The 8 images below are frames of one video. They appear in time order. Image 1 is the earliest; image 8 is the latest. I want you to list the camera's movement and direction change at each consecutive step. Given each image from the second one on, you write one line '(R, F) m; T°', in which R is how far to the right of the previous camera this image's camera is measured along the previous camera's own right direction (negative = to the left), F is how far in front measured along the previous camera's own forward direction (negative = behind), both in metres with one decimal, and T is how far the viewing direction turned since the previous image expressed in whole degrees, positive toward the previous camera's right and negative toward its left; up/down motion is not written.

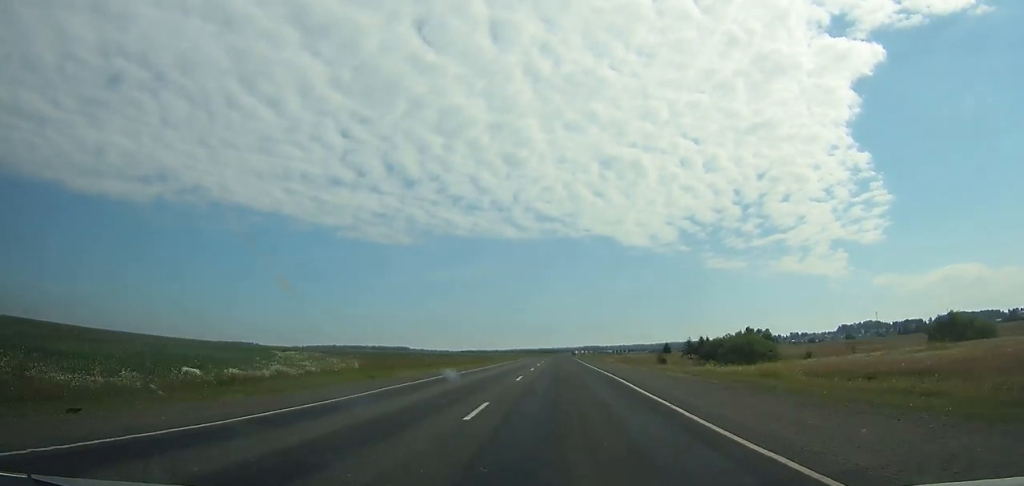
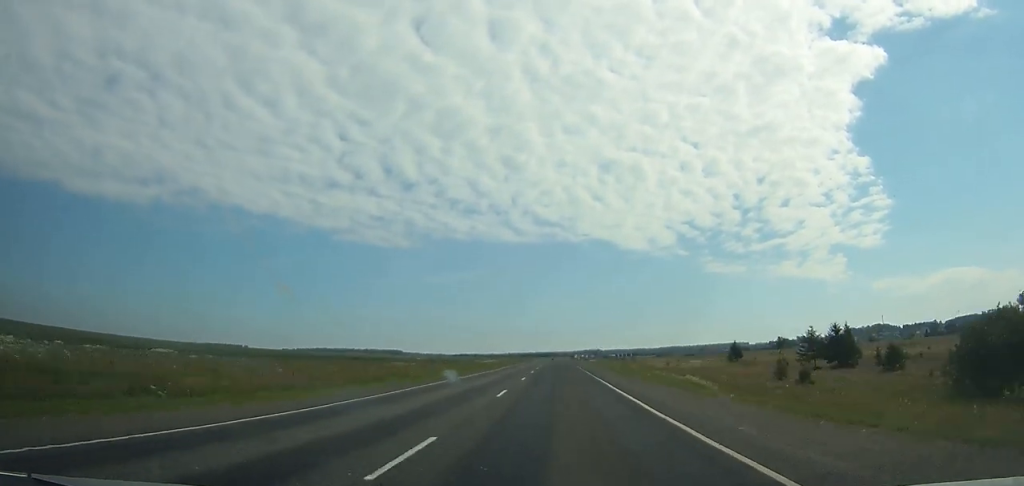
(+0.1, +65.5) m; 0°
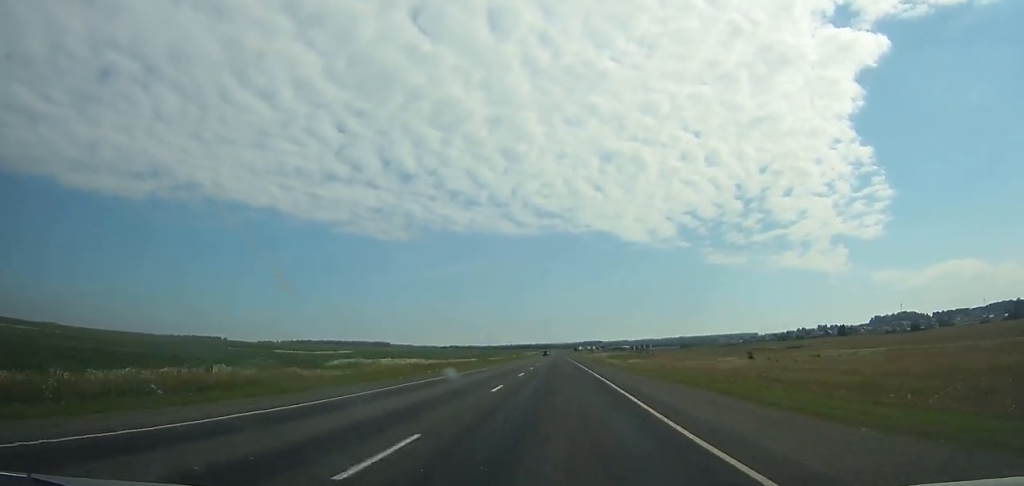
(-0.1, +147.1) m; 0°
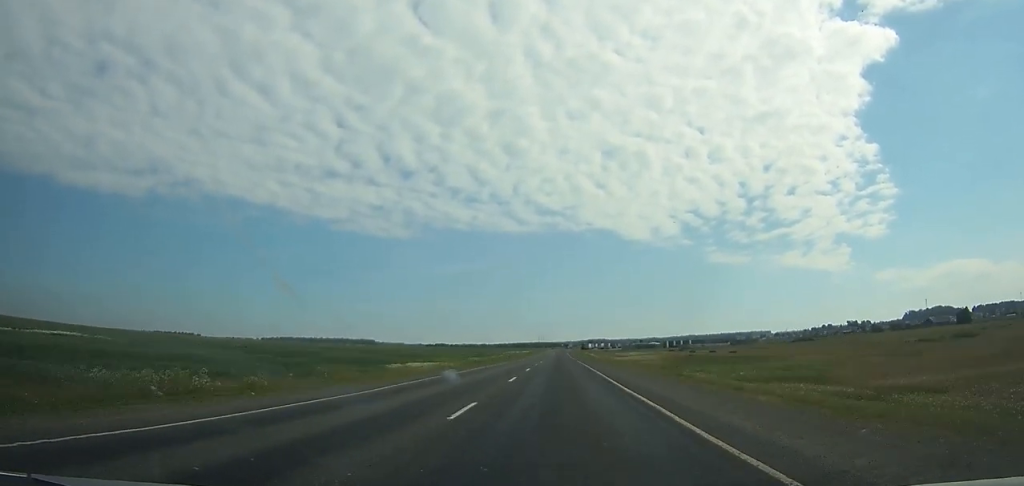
(-0.2, +166.3) m; 0°
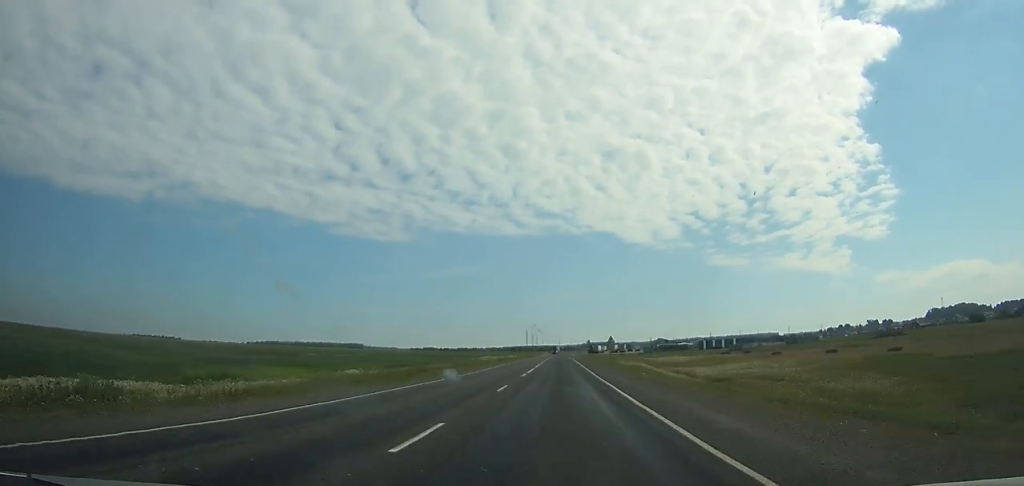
(+0.1, +98.9) m; 0°
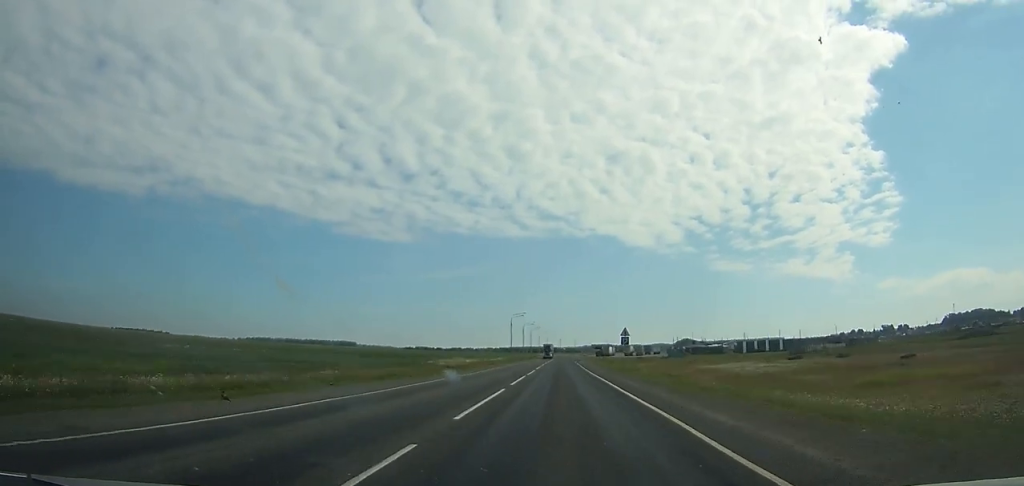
(-0.2, +59.3) m; 0°
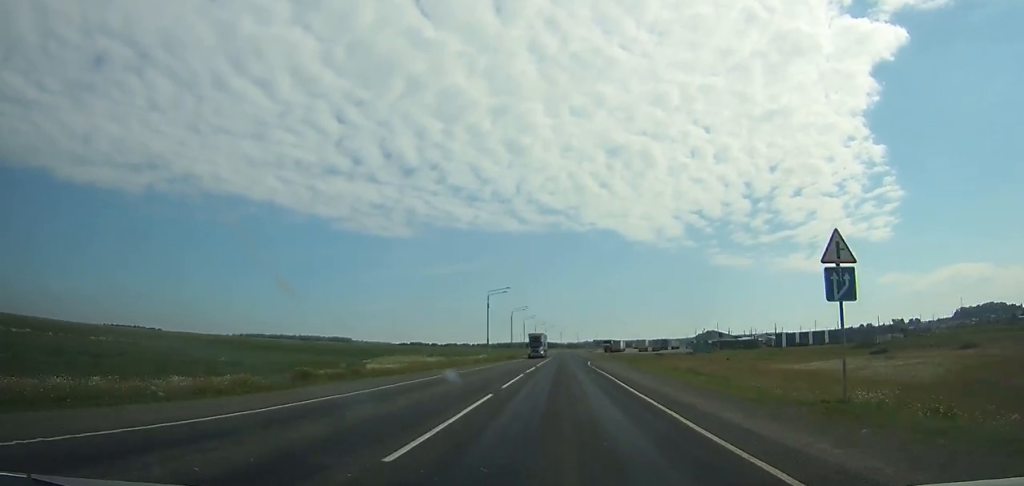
(-0.1, +38.0) m; 0°
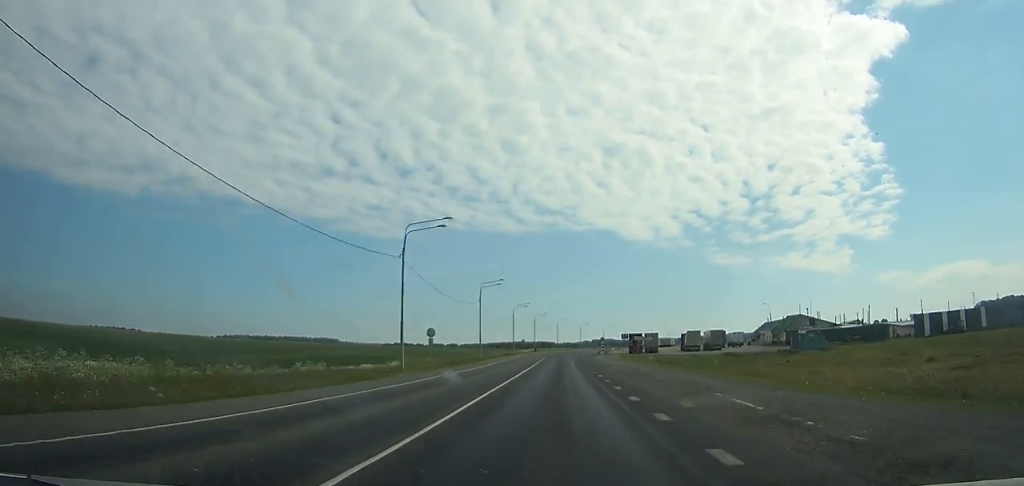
(+0.4, +76.9) m; 0°
